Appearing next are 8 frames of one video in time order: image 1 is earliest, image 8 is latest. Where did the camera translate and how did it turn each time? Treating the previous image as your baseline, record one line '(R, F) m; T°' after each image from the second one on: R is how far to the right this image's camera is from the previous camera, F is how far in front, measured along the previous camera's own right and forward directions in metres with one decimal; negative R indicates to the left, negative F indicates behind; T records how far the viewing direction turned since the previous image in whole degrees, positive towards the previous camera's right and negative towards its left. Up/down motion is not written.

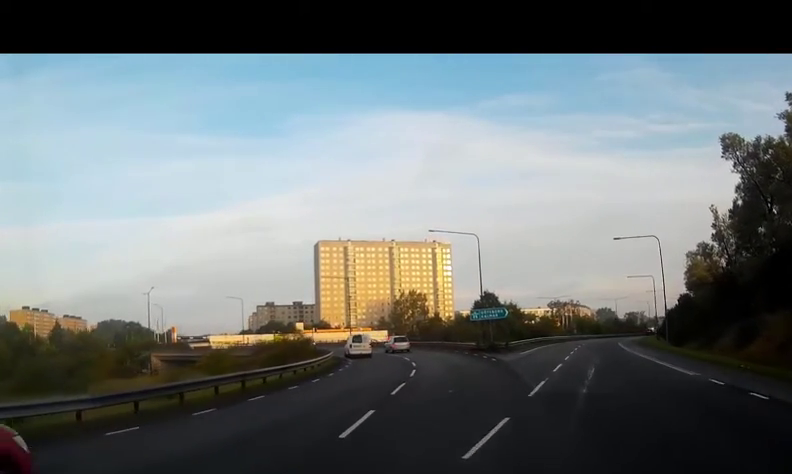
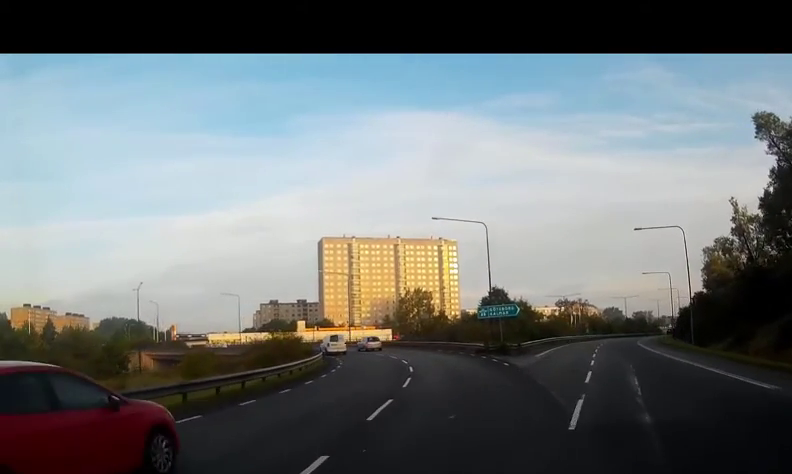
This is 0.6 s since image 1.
(0.0, +4.6) m; +1°
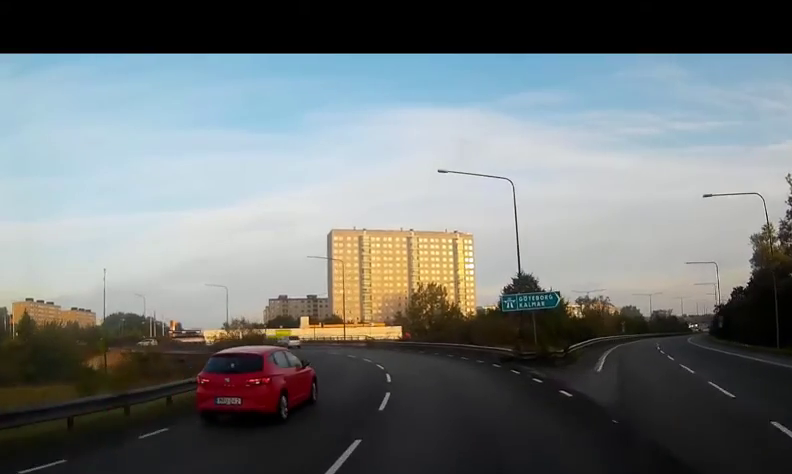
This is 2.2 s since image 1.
(+0.1, +12.0) m; -2°
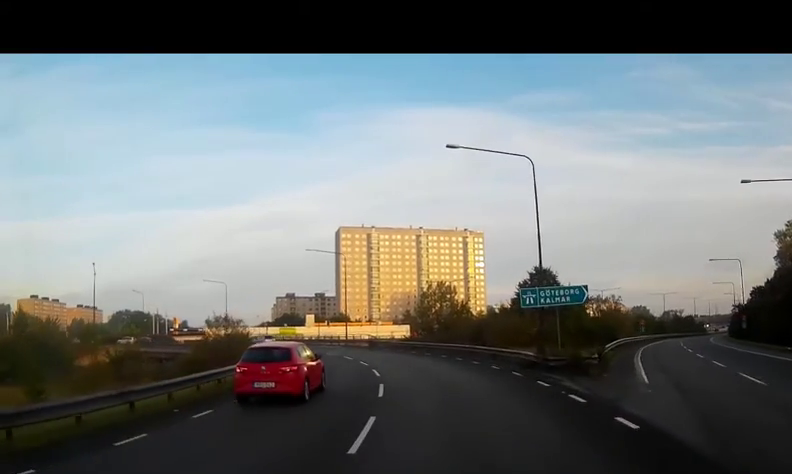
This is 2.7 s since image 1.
(-0.2, +4.1) m; -2°
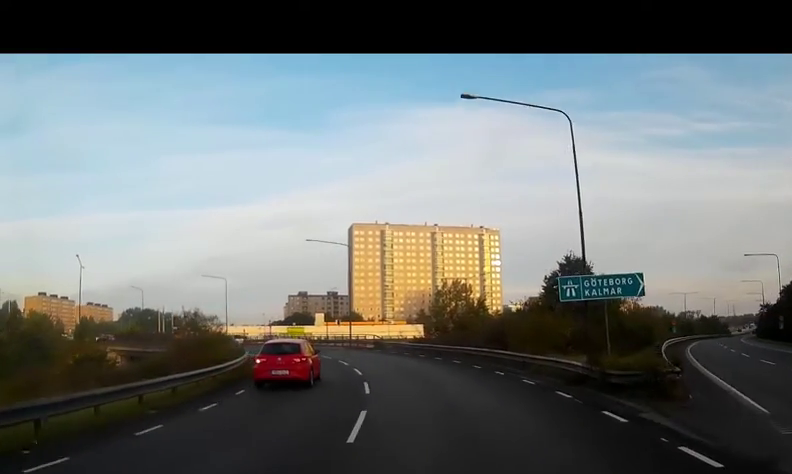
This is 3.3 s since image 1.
(-0.1, +5.6) m; -2°
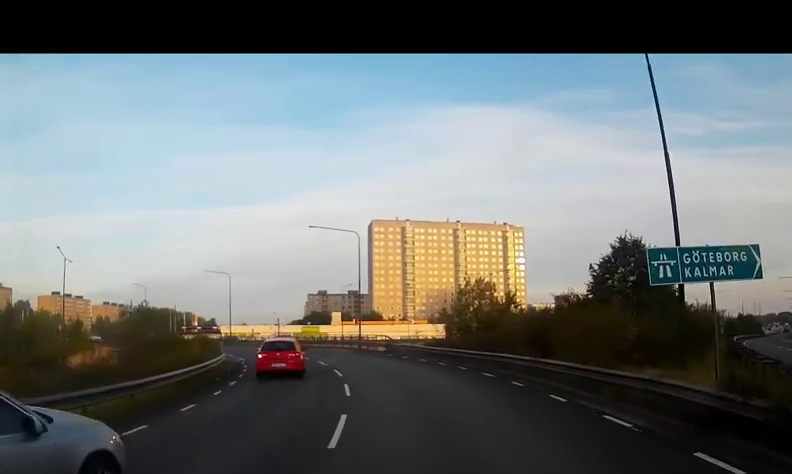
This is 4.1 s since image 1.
(0.0, +6.6) m; -3°
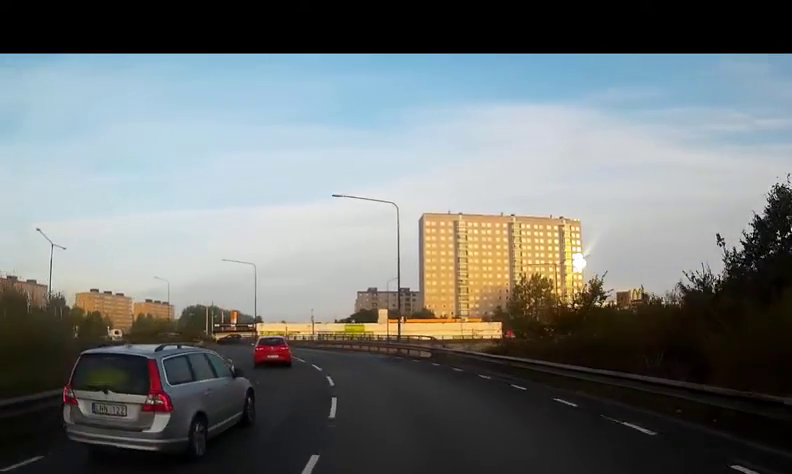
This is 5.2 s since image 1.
(-0.6, +9.9) m; -5°
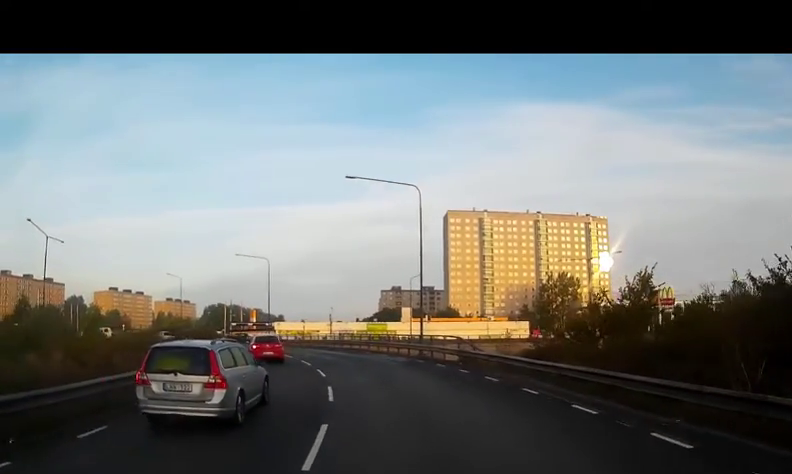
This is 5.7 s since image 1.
(0.0, +4.1) m; -2°
